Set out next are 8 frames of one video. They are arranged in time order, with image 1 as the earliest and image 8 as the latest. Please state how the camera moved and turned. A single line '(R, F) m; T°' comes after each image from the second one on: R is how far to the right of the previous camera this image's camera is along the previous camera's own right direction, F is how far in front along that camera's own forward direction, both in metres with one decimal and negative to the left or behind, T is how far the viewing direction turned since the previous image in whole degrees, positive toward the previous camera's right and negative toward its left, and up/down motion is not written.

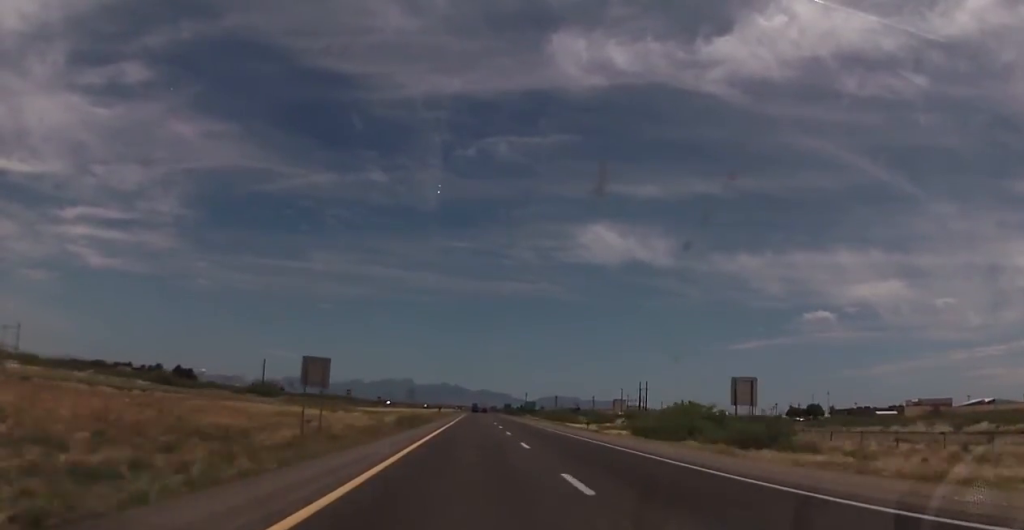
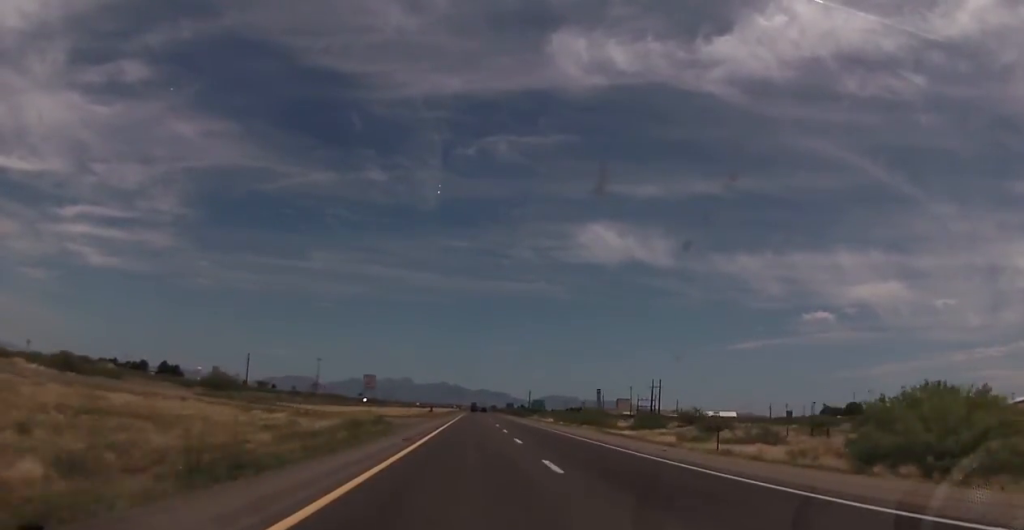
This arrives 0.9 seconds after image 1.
(+0.3, +32.7) m; 0°
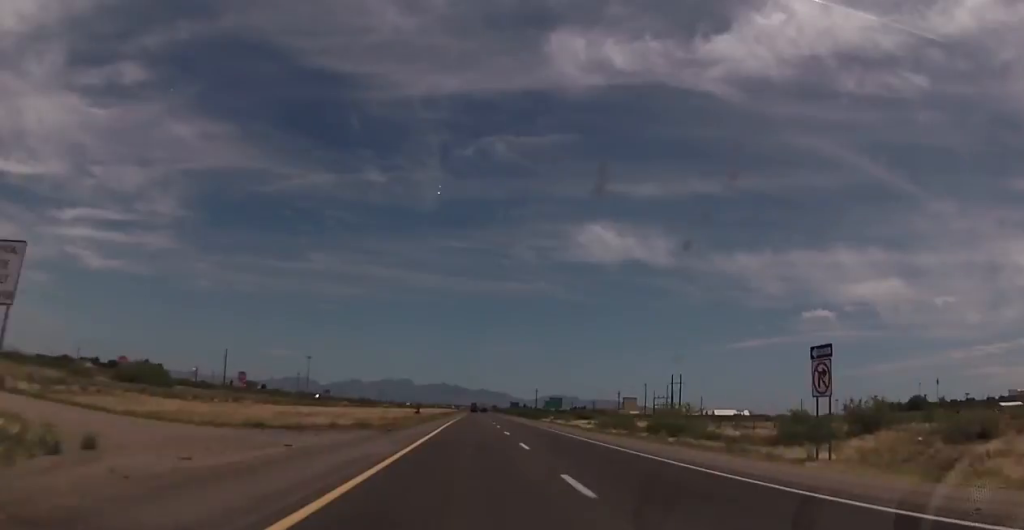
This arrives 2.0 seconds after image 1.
(-0.2, +40.3) m; 0°
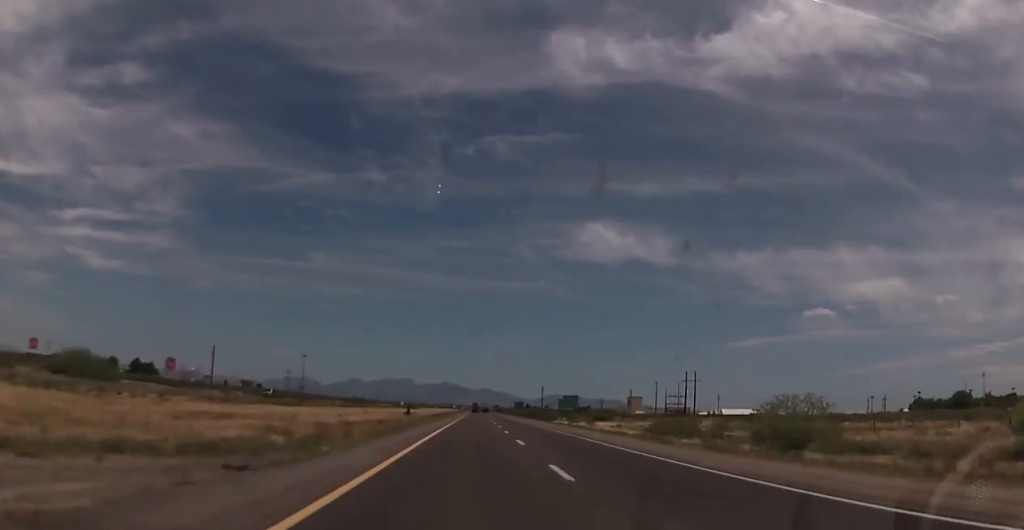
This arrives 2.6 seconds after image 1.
(+0.2, +22.0) m; 0°
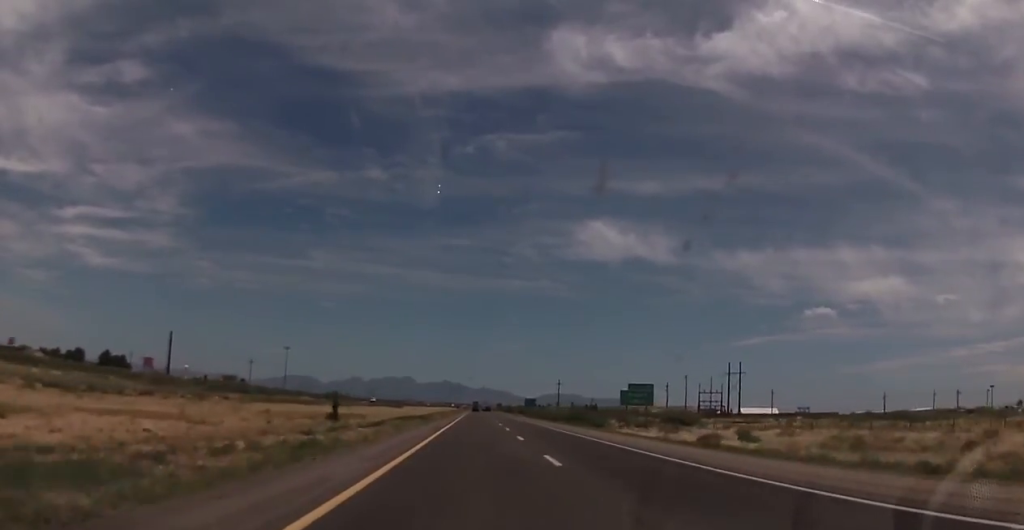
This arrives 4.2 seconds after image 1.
(+0.4, +57.4) m; 0°
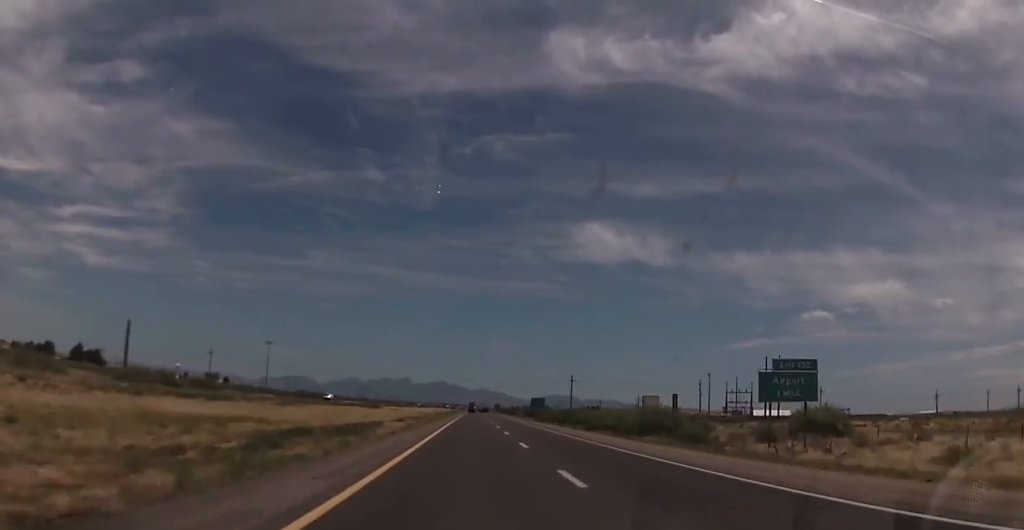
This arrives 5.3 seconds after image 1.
(-0.5, +40.3) m; -1°
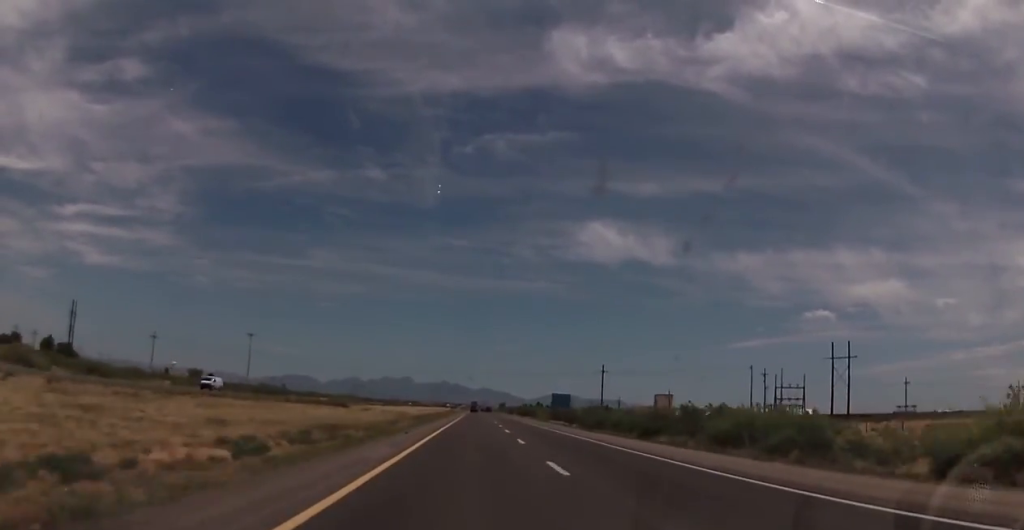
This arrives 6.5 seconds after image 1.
(+0.3, +46.4) m; +1°
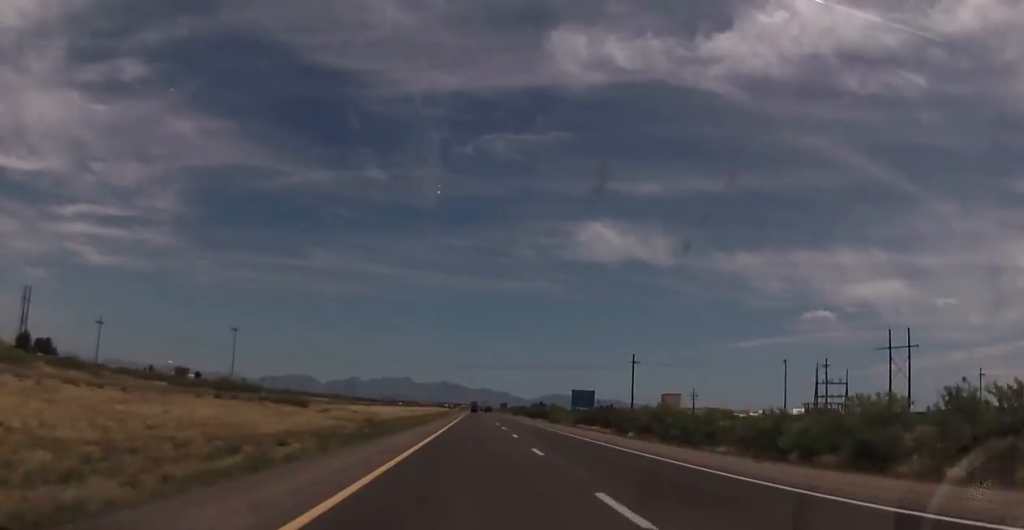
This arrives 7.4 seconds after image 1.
(+0.3, +30.6) m; 0°
